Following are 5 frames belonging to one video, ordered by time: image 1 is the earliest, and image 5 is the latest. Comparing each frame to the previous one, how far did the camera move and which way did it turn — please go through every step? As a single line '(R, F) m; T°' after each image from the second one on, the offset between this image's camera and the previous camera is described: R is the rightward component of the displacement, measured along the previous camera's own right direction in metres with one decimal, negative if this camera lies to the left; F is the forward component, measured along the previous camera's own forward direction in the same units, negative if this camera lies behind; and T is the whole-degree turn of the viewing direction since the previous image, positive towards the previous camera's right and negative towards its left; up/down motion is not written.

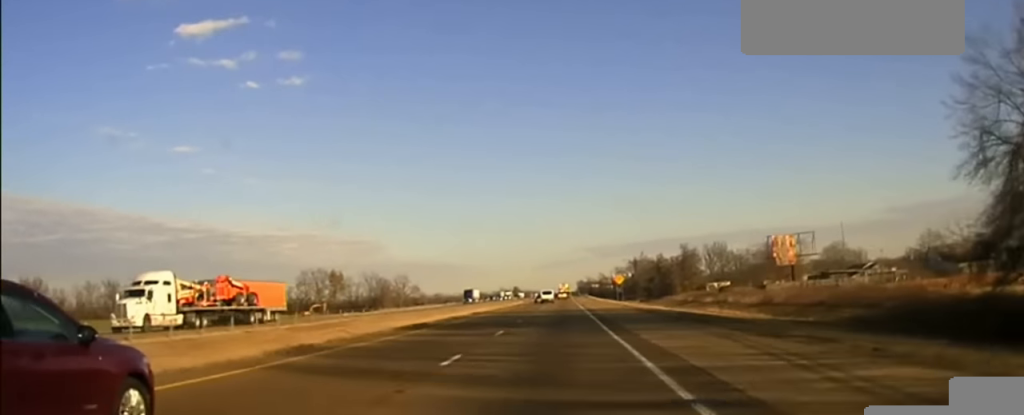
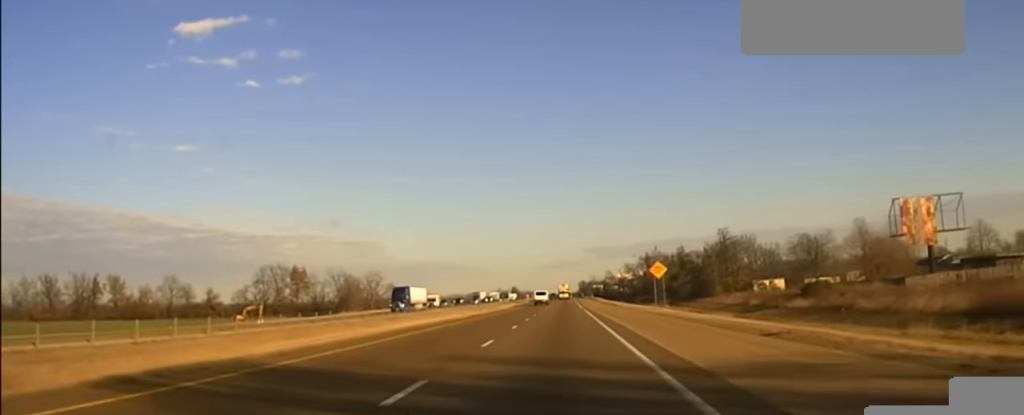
(-0.7, +54.7) m; -1°
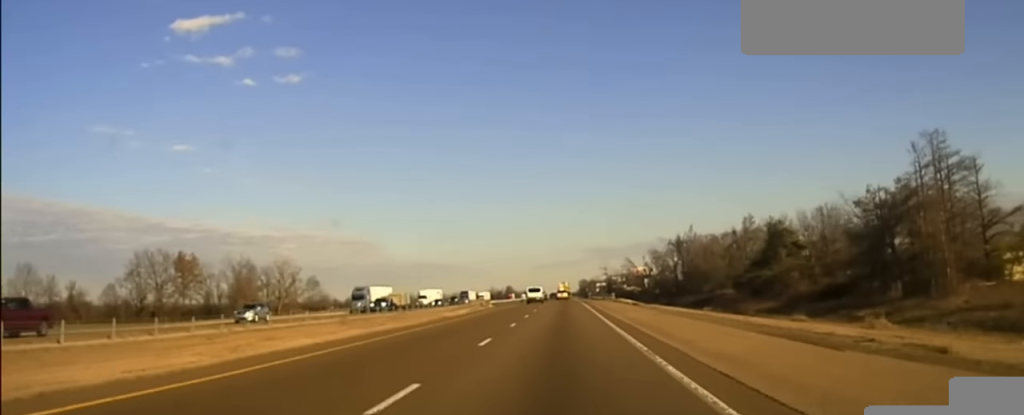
(0.0, +98.3) m; 0°
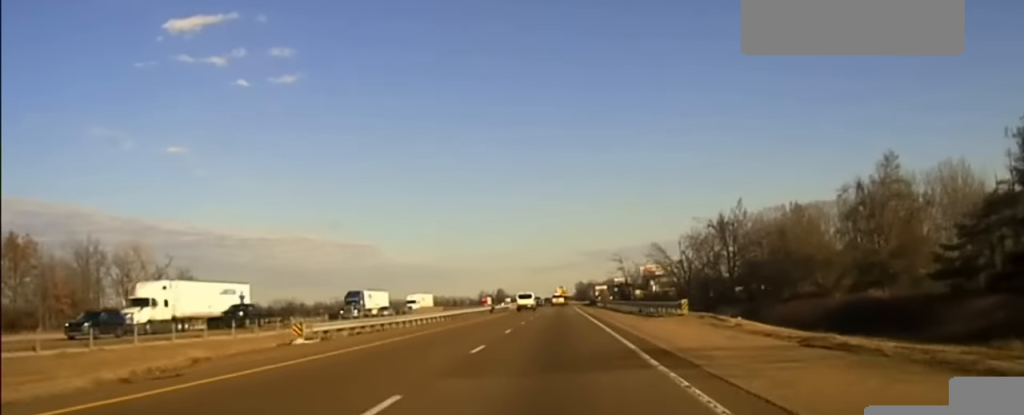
(0.0, +75.3) m; 0°
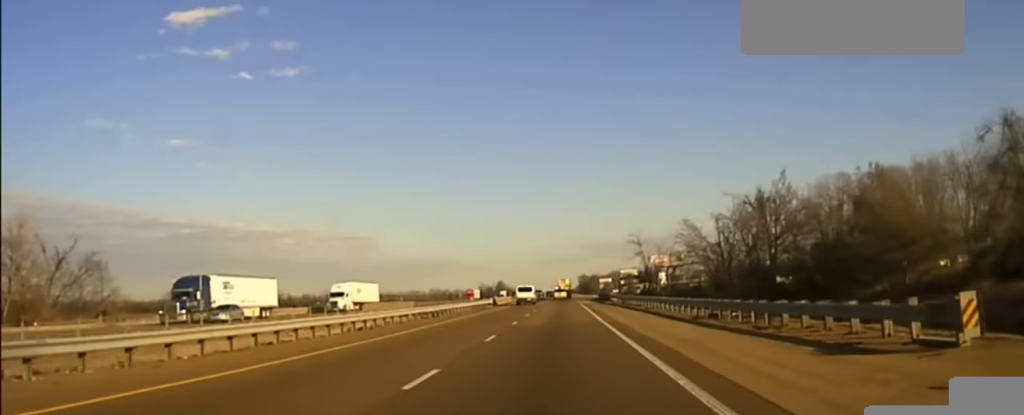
(0.0, +33.3) m; 0°
